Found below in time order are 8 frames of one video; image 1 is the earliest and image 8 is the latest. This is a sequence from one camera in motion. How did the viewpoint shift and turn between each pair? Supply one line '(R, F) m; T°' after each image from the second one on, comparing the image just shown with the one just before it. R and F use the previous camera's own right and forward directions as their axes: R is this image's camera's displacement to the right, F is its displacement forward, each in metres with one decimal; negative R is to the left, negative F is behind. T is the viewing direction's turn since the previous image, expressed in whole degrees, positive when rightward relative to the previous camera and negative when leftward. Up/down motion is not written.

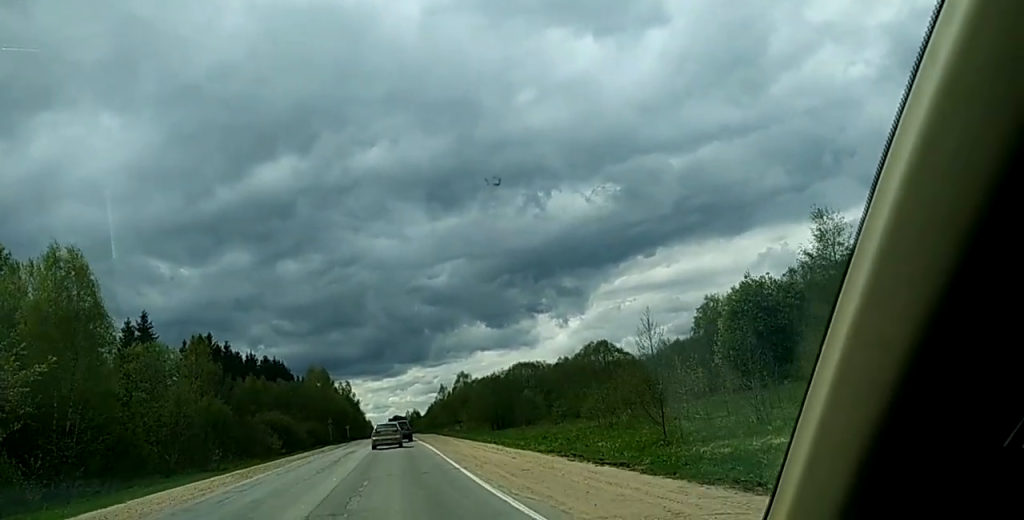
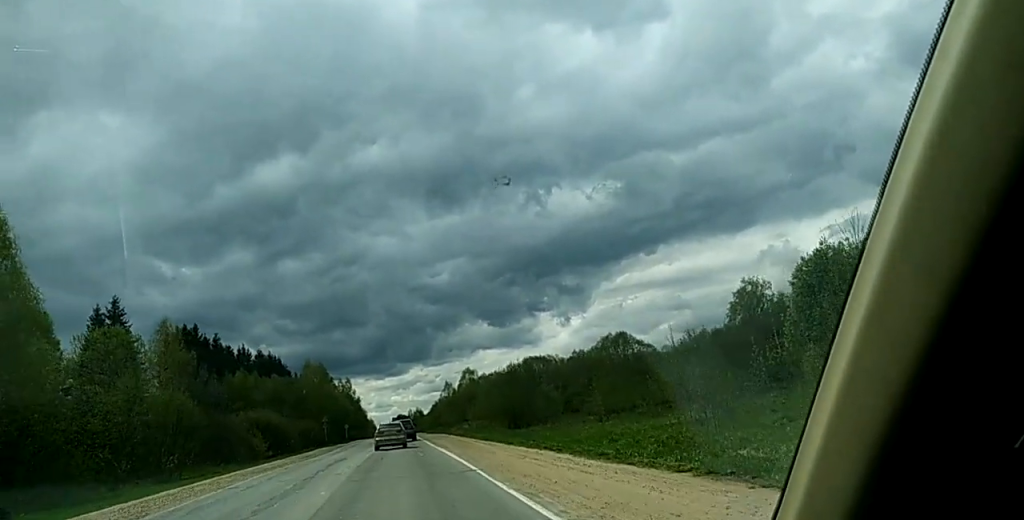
(+0.3, +14.3) m; +2°
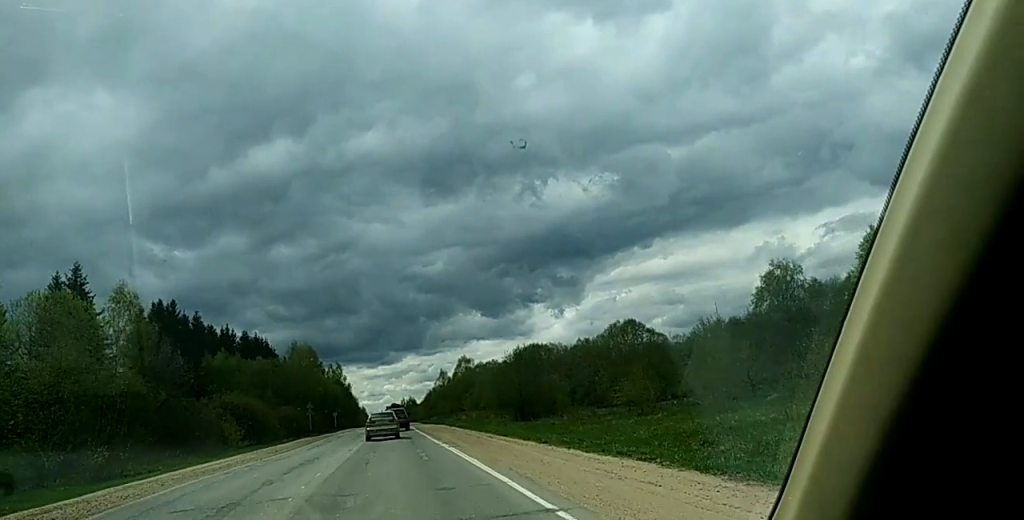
(+0.2, +10.2) m; 0°
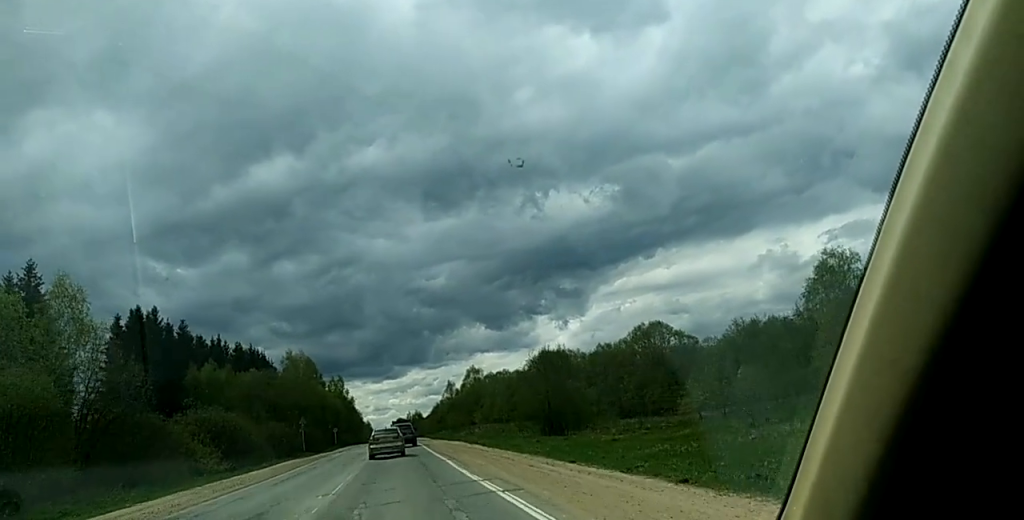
(+0.1, +13.0) m; 0°
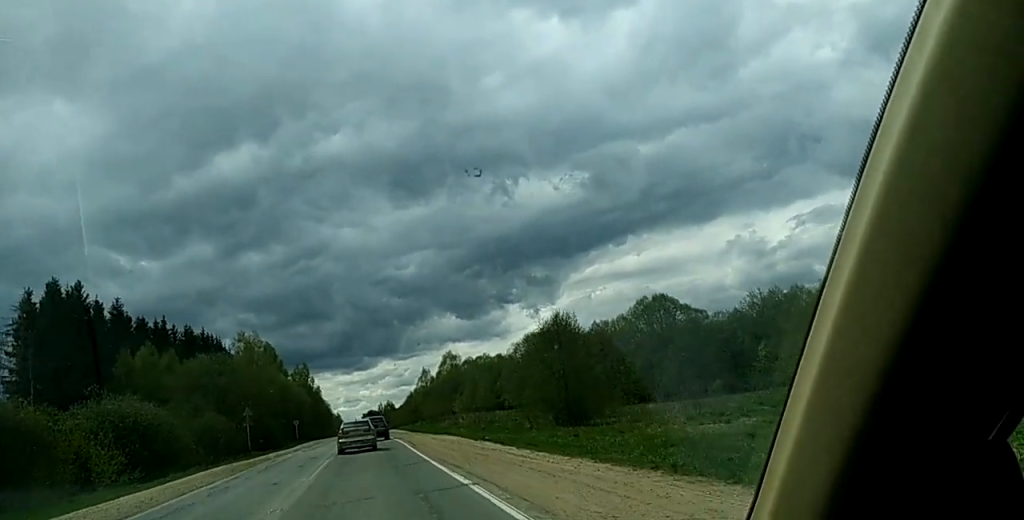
(-0.3, +17.0) m; 0°
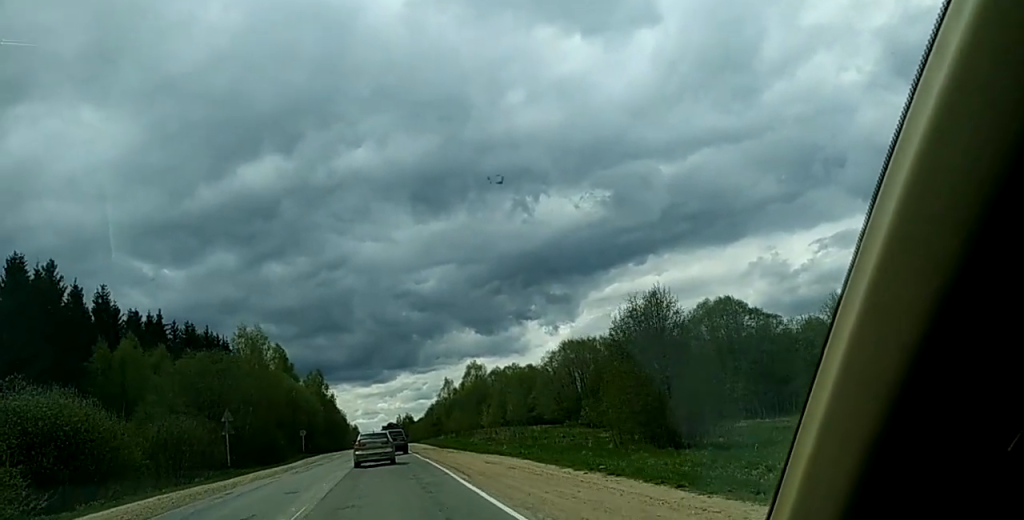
(+0.4, +16.8) m; +1°
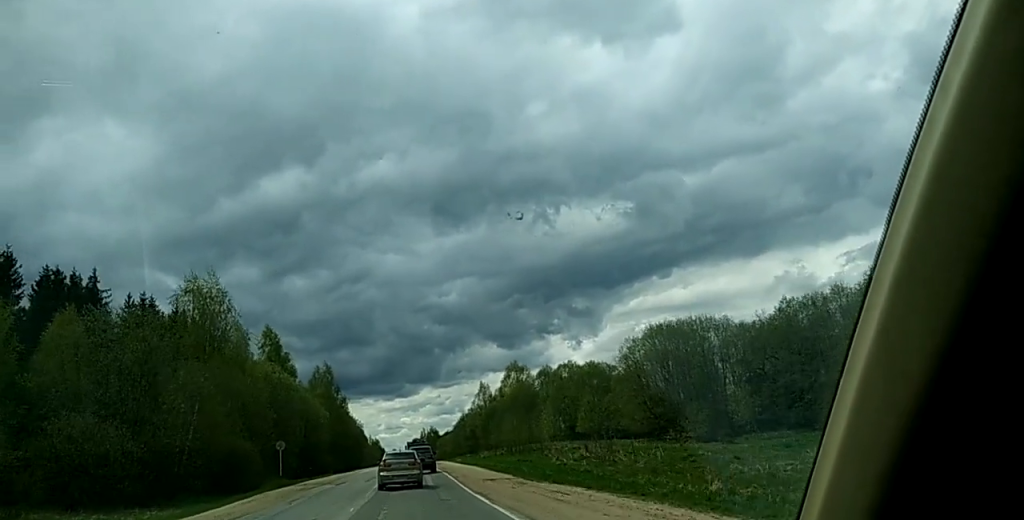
(0.0, +38.0) m; 0°
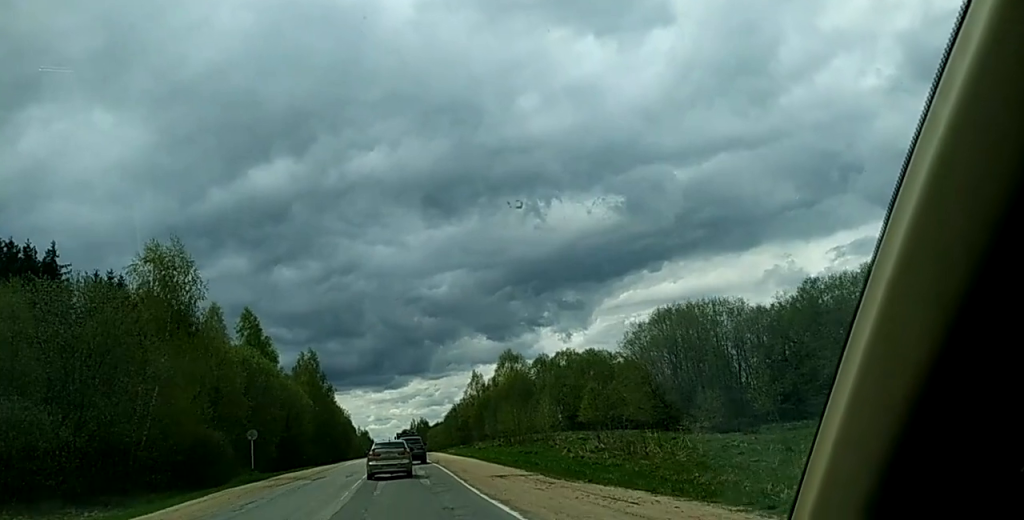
(-0.1, +7.5) m; 0°
